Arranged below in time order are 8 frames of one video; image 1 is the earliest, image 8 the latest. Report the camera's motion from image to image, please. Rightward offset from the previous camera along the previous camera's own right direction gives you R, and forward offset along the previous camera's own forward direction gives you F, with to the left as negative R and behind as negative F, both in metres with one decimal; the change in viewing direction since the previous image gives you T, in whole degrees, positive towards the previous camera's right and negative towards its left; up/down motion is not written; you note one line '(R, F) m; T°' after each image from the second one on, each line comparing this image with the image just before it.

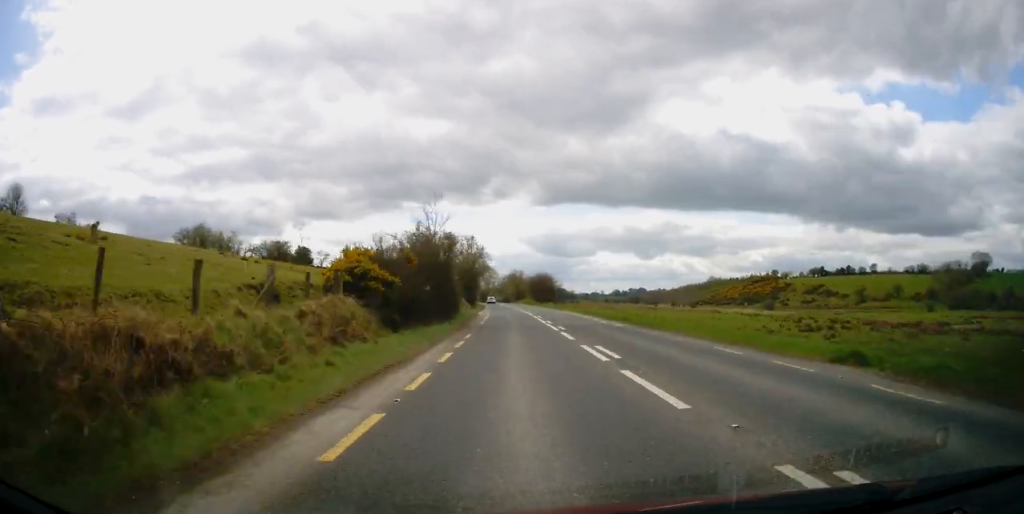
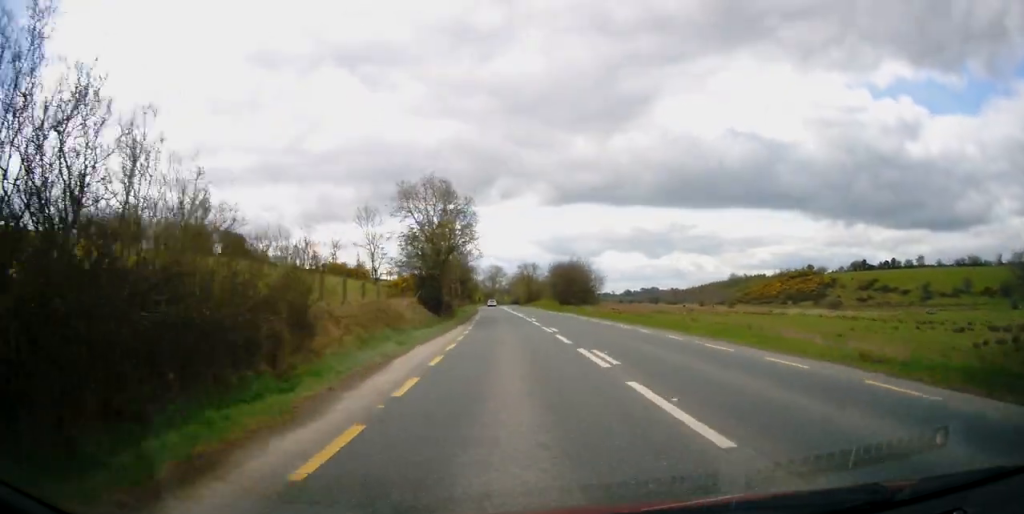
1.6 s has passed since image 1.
(-0.5, +39.8) m; -1°
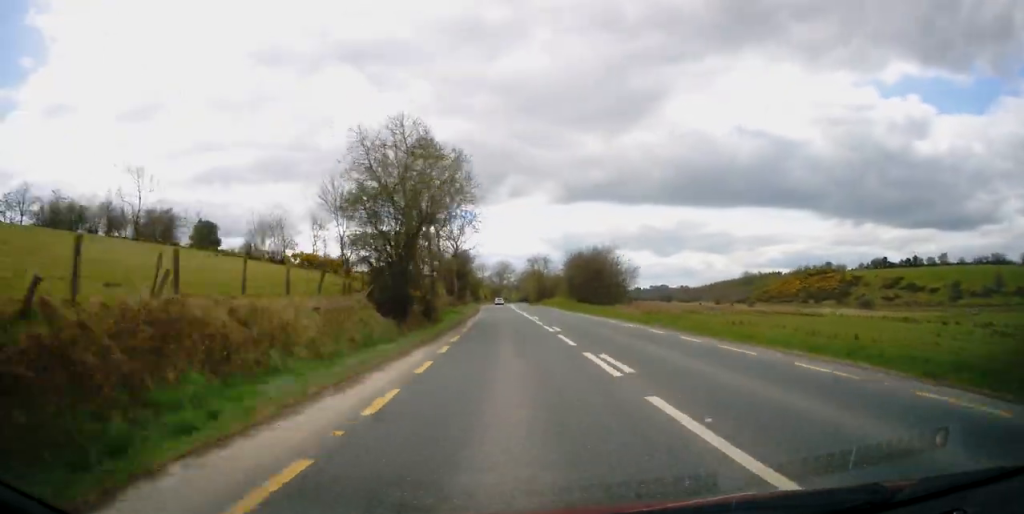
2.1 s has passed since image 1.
(0.0, +13.5) m; 0°
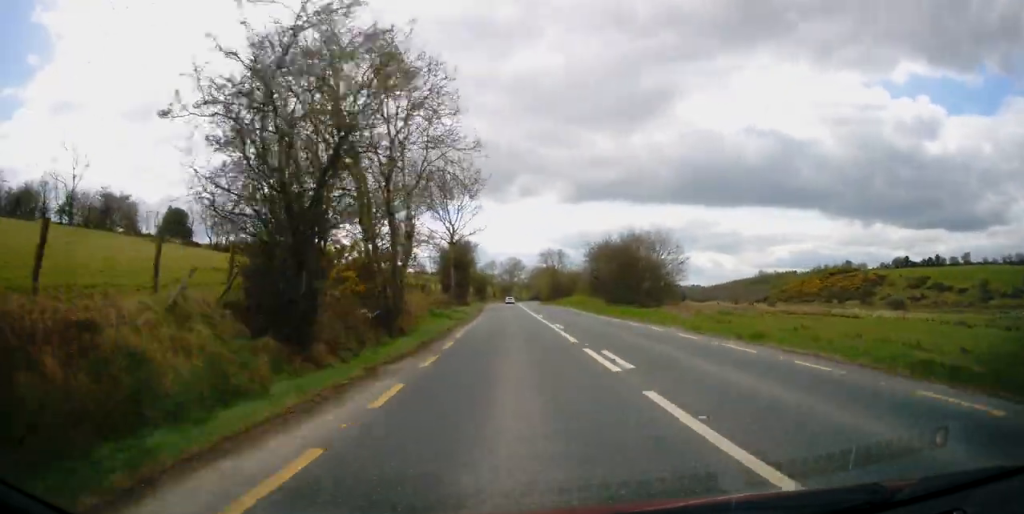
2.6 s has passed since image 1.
(+0.1, +11.7) m; -1°
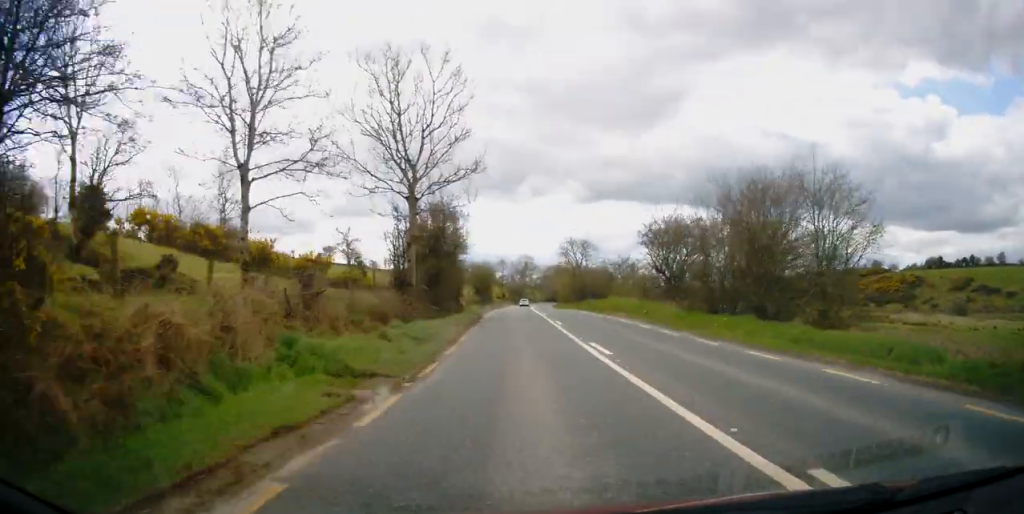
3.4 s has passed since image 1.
(-0.1, +20.9) m; -2°
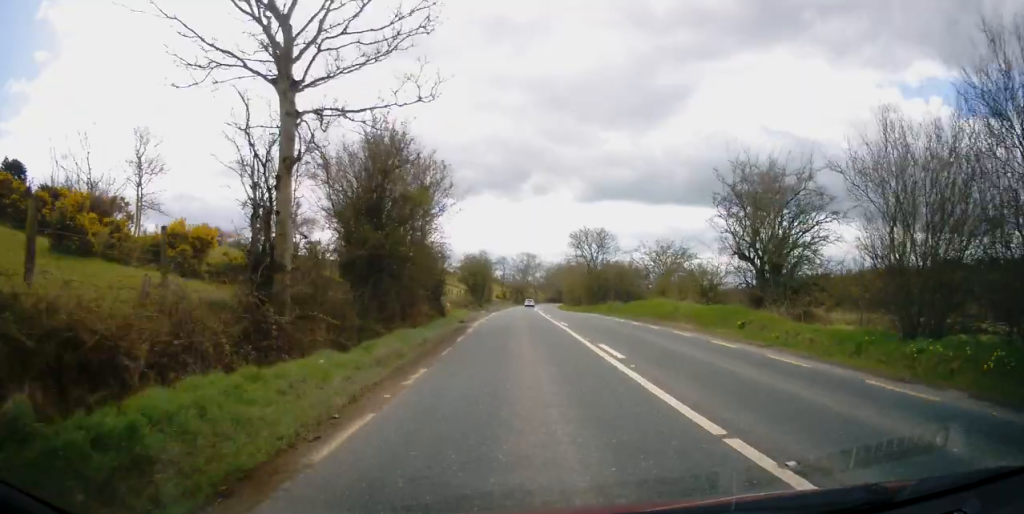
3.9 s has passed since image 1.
(-0.2, +13.4) m; -1°
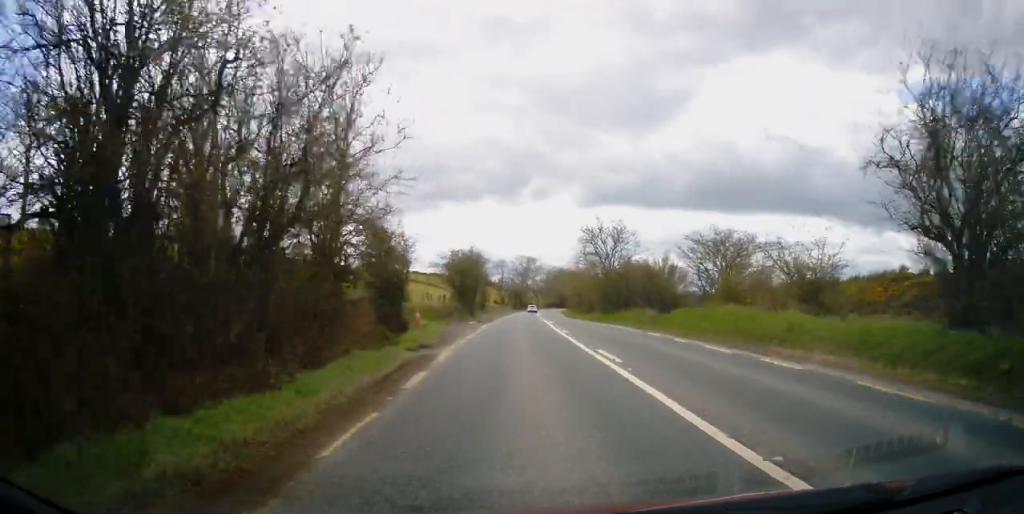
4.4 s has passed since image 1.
(-0.1, +11.7) m; 0°
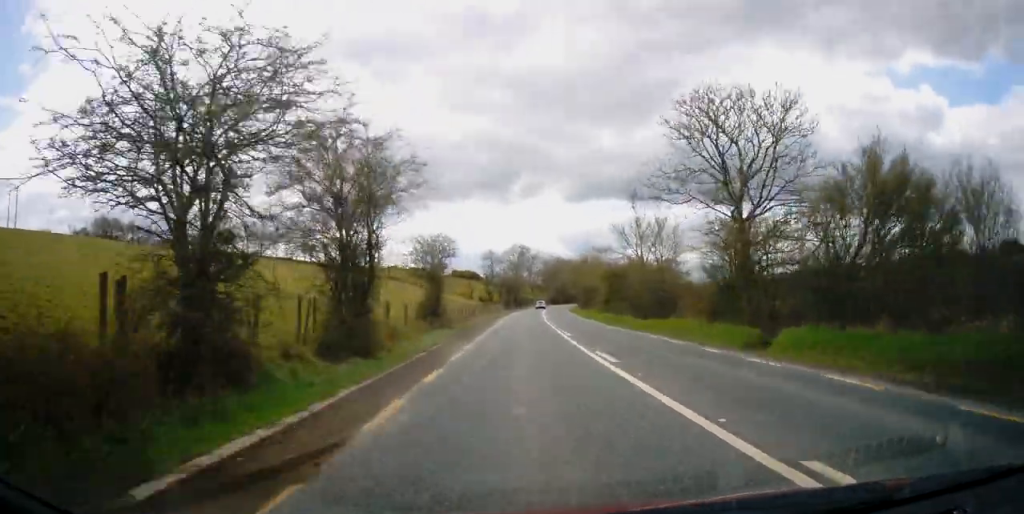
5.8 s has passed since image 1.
(+0.3, +34.9) m; +1°
